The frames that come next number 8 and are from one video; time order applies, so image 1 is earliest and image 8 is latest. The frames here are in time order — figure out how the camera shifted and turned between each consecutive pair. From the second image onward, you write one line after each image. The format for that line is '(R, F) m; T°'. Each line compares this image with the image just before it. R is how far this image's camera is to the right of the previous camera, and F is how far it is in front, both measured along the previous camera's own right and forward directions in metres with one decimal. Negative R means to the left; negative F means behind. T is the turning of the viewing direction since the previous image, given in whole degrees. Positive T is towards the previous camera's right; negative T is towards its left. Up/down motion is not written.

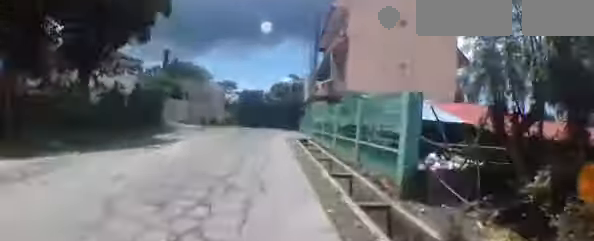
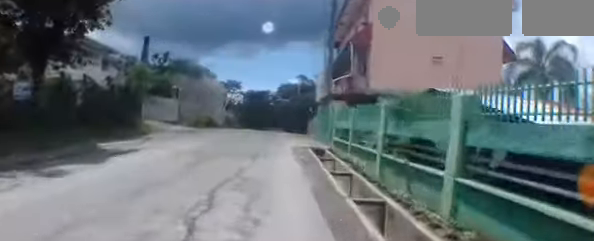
(-0.1, +4.9) m; -2°
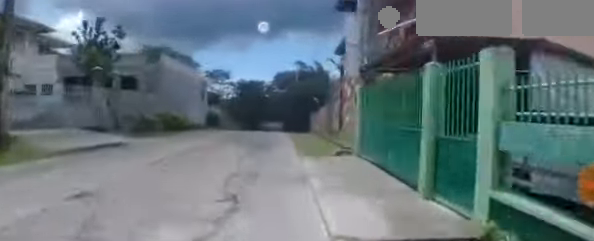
(-0.2, +9.7) m; -1°
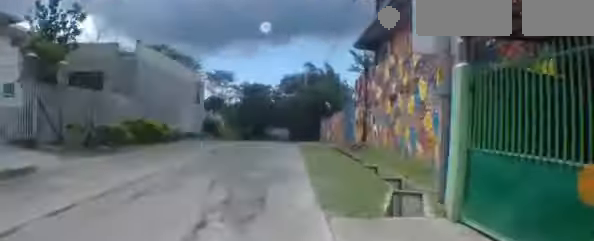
(0.0, +4.9) m; 0°
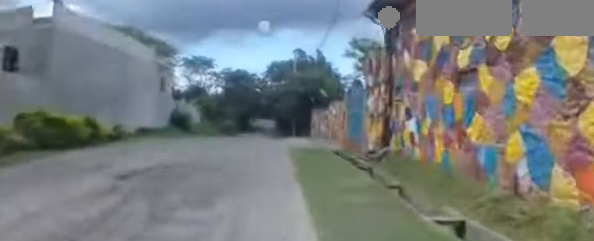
(0.0, +5.8) m; 0°
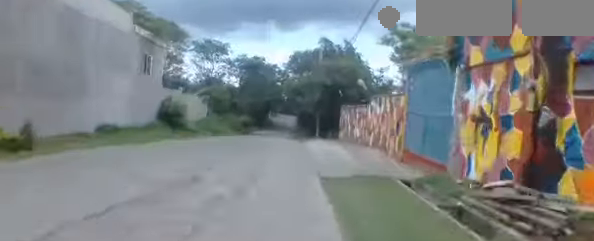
(0.0, +6.7) m; 0°
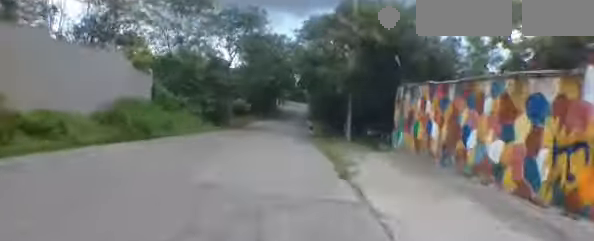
(+0.1, +14.3) m; +1°
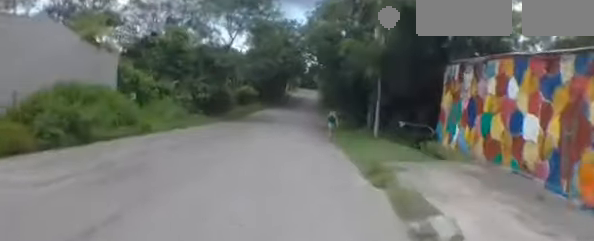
(+0.1, +4.1) m; -1°
